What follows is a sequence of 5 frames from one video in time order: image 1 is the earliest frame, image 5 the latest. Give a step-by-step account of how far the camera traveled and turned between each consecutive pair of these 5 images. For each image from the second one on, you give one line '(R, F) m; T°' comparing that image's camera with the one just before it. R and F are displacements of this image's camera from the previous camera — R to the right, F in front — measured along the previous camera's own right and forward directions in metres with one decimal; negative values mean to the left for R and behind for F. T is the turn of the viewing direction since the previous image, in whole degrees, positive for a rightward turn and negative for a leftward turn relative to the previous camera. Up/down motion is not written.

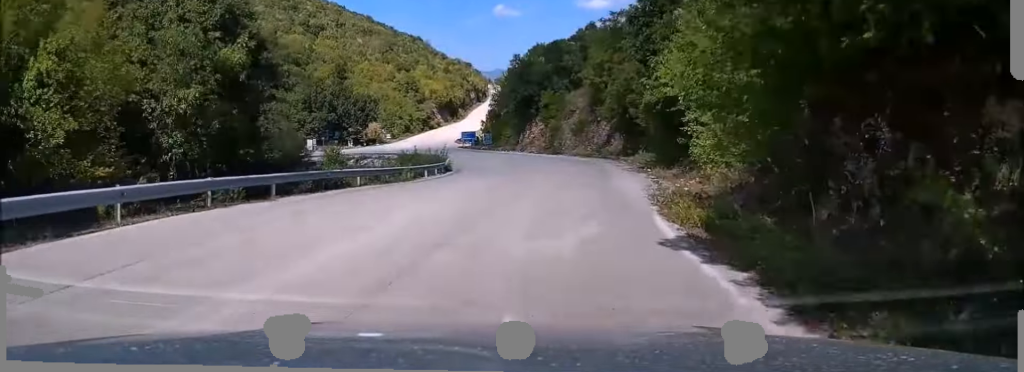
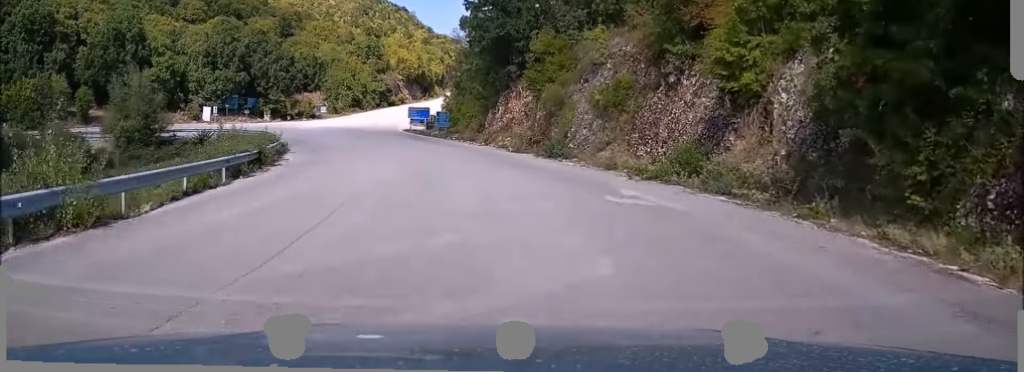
(+1.8, +38.1) m; +1°
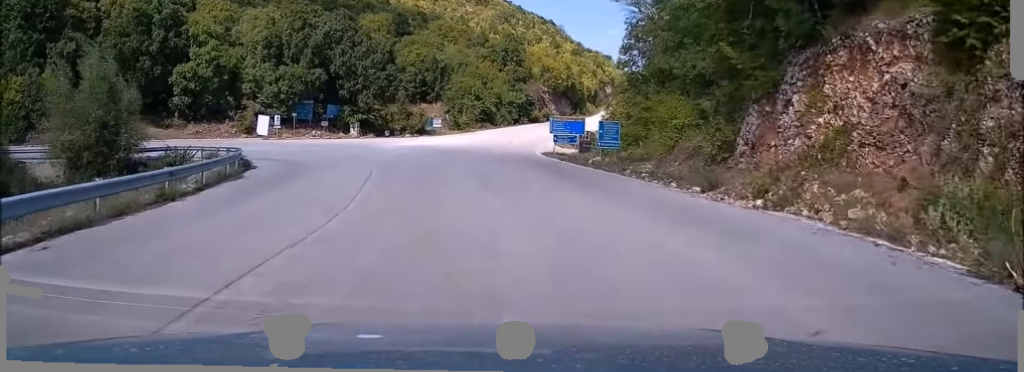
(-2.8, +30.3) m; -10°
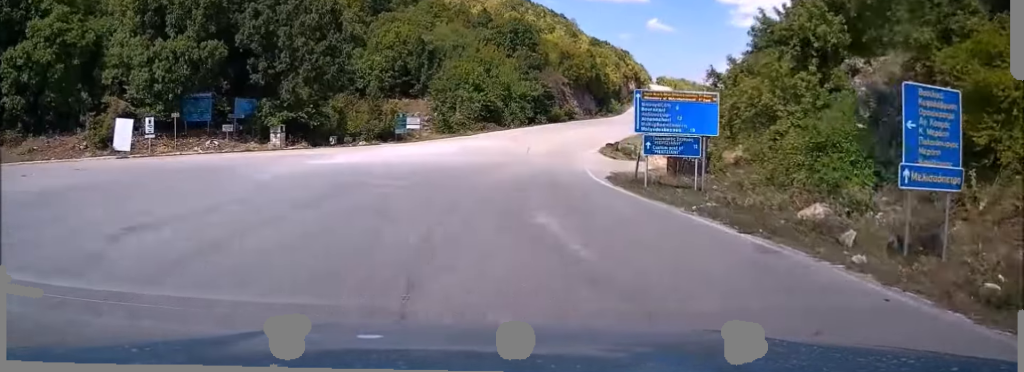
(-0.8, +29.0) m; -1°
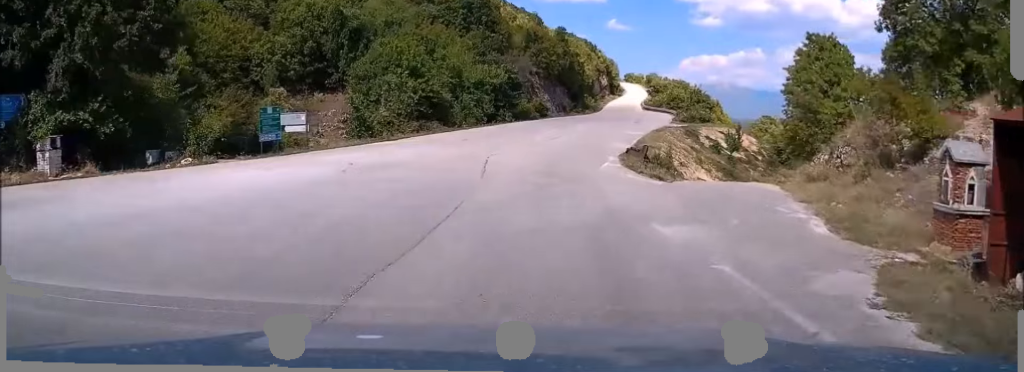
(+0.6, +22.4) m; +4°
